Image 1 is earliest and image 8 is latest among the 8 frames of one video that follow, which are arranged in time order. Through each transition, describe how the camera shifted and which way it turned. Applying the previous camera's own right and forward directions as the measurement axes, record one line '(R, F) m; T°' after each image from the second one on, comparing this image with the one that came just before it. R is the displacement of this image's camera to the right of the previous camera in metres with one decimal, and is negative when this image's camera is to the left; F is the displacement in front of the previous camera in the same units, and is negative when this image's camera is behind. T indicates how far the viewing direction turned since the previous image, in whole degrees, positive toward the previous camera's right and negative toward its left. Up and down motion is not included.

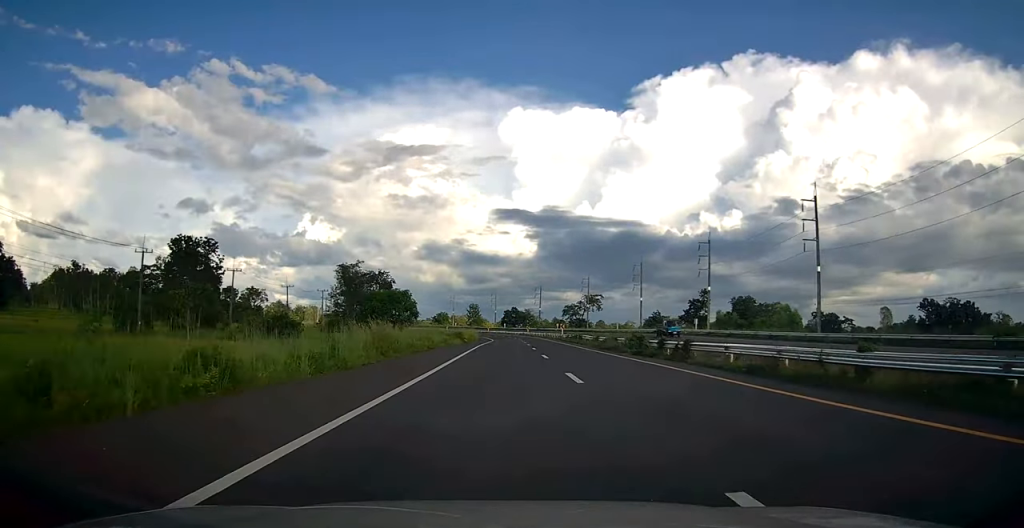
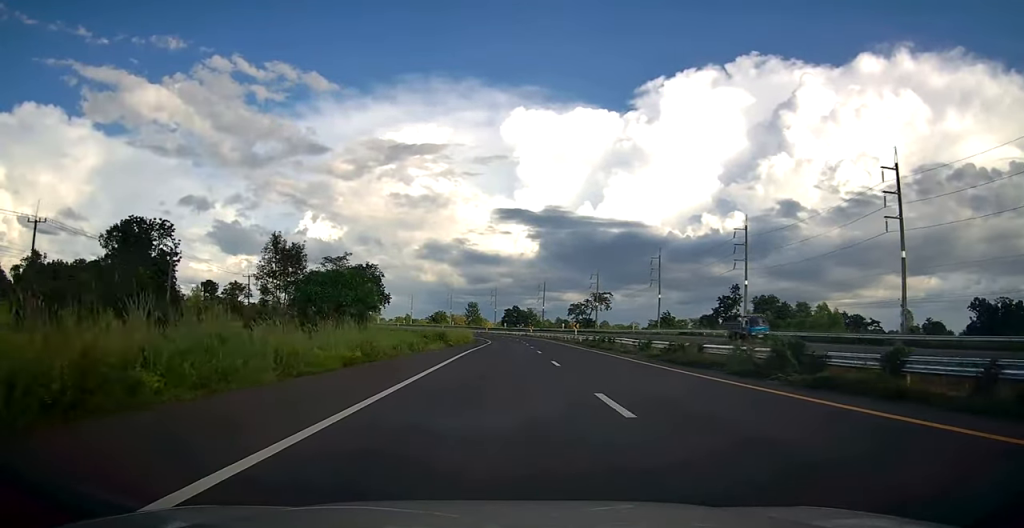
(0.0, +17.1) m; 0°
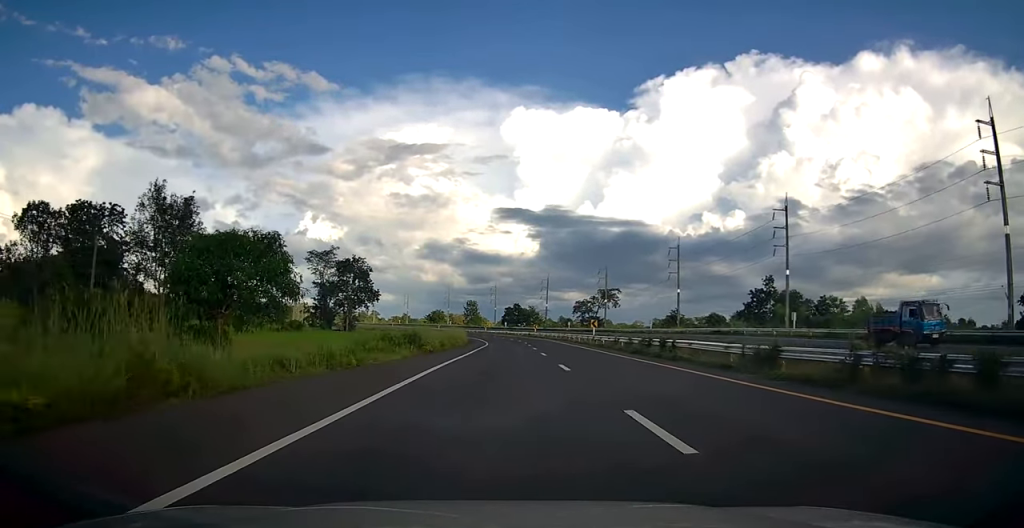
(-0.2, +14.4) m; 0°
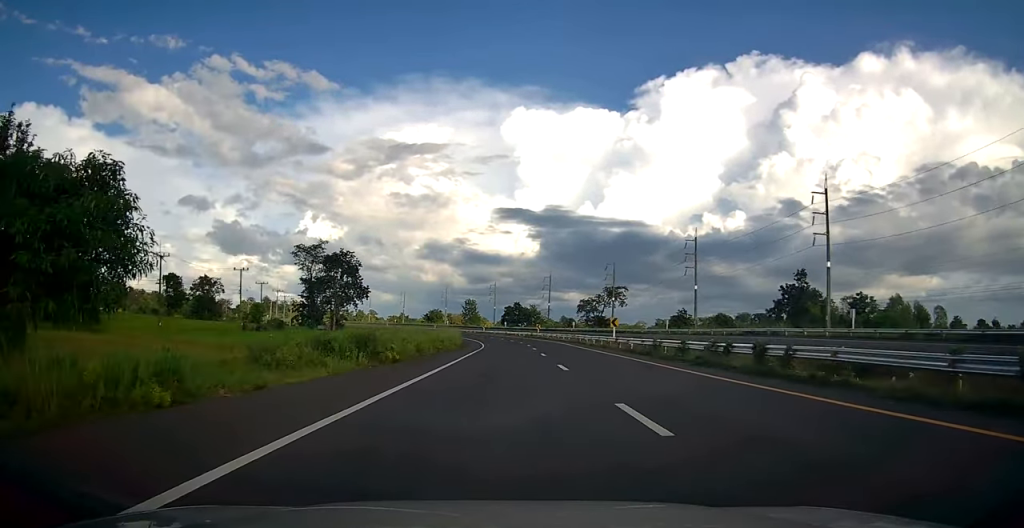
(0.0, +10.9) m; 0°
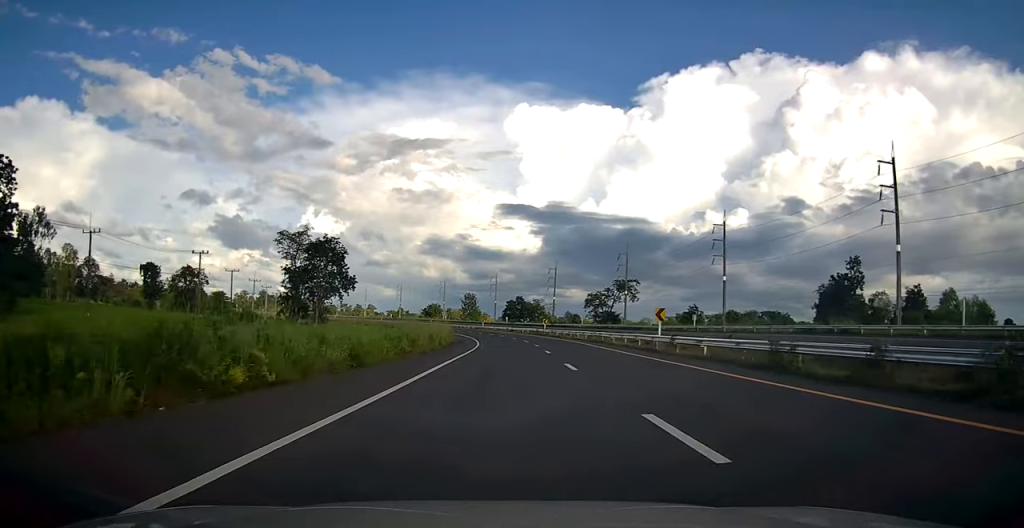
(+0.1, +13.4) m; 0°
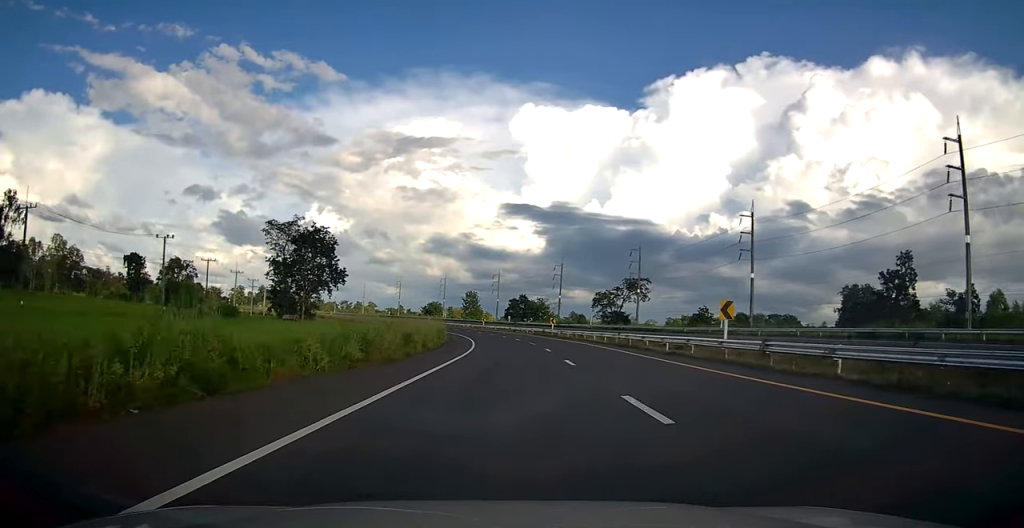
(0.0, +9.7) m; 0°
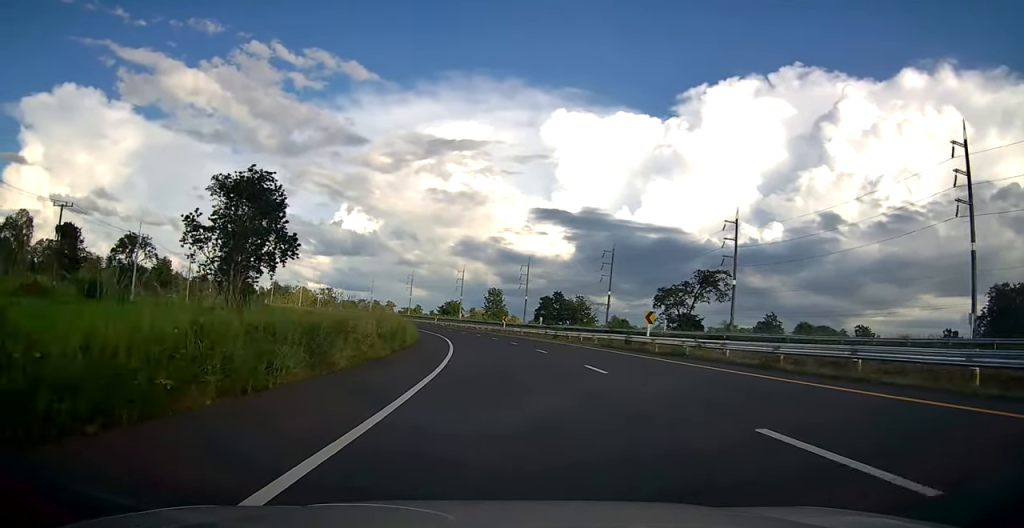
(-0.3, +39.7) m; -2°
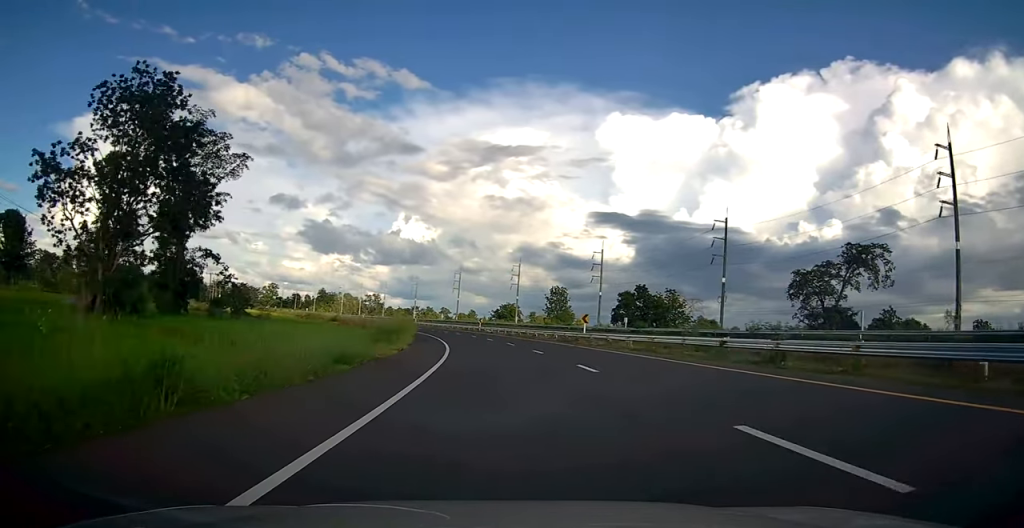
(-1.1, +35.5) m; -4°
